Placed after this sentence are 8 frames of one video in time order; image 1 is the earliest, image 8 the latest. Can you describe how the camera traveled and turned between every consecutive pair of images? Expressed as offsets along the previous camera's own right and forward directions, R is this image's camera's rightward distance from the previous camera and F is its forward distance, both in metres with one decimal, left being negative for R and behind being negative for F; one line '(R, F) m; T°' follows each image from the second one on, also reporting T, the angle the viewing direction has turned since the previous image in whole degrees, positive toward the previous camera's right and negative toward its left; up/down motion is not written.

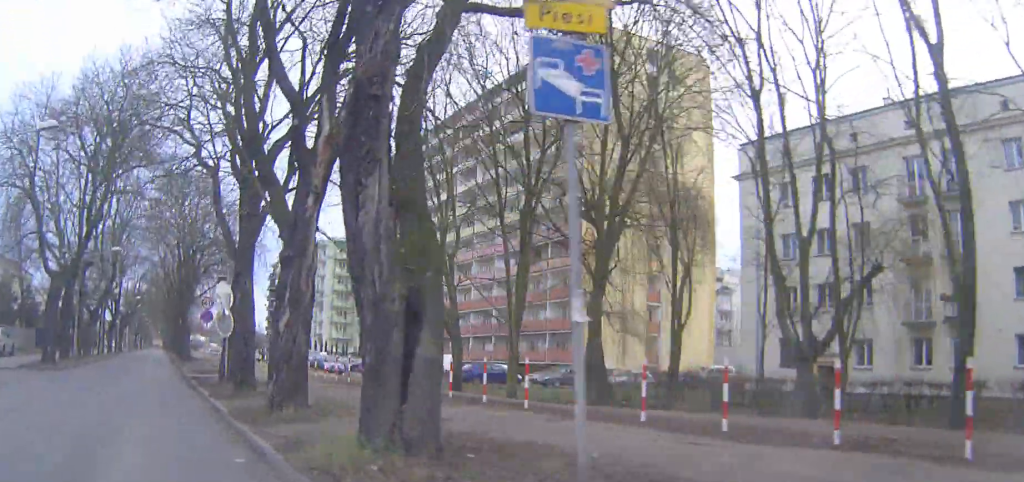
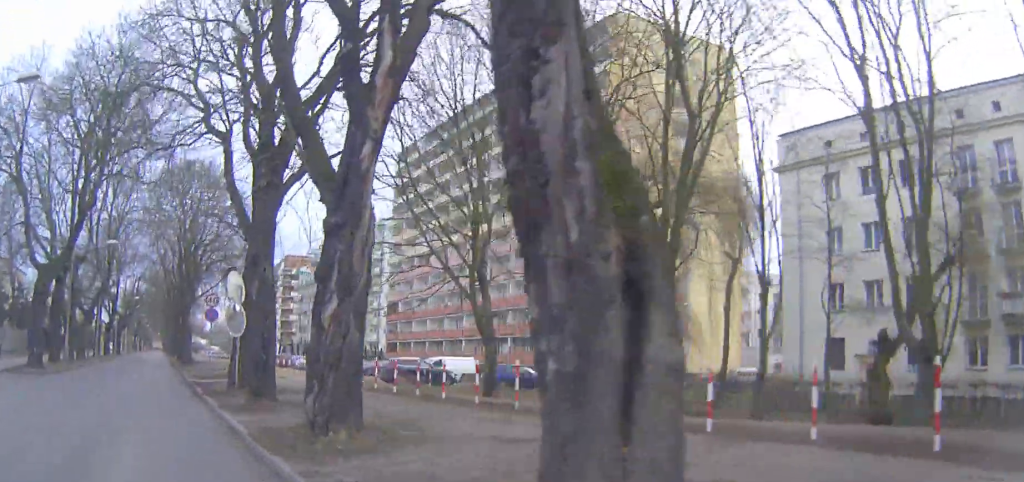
(0.0, +3.9) m; 0°
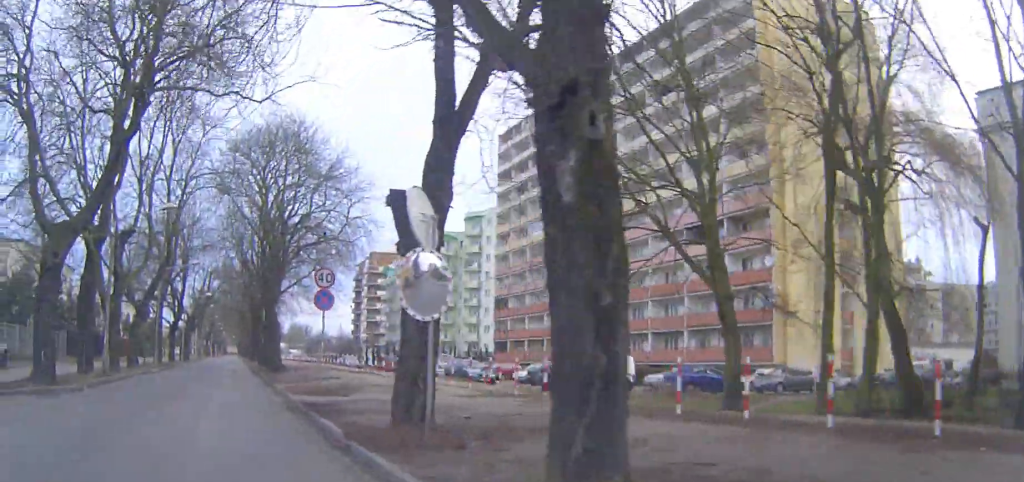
(-0.3, +12.0) m; -8°
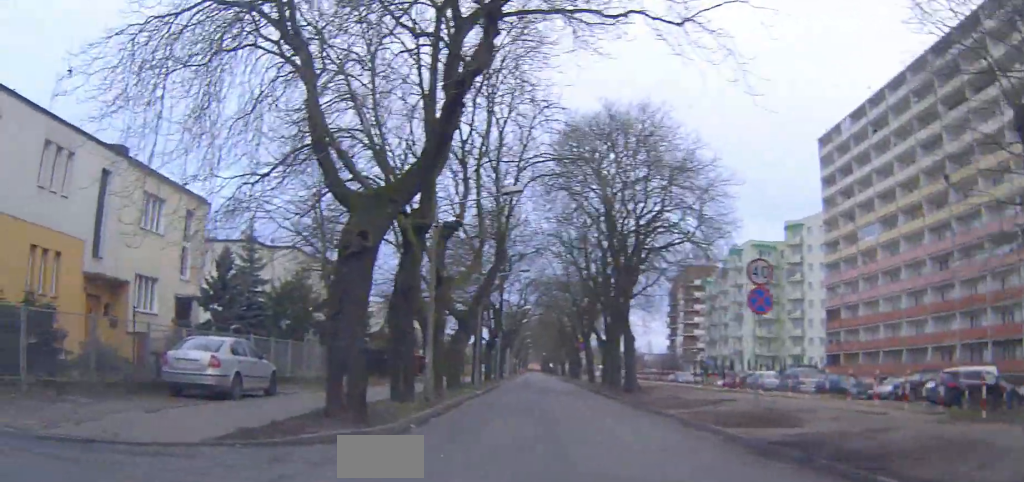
(-0.8, +6.5) m; -21°
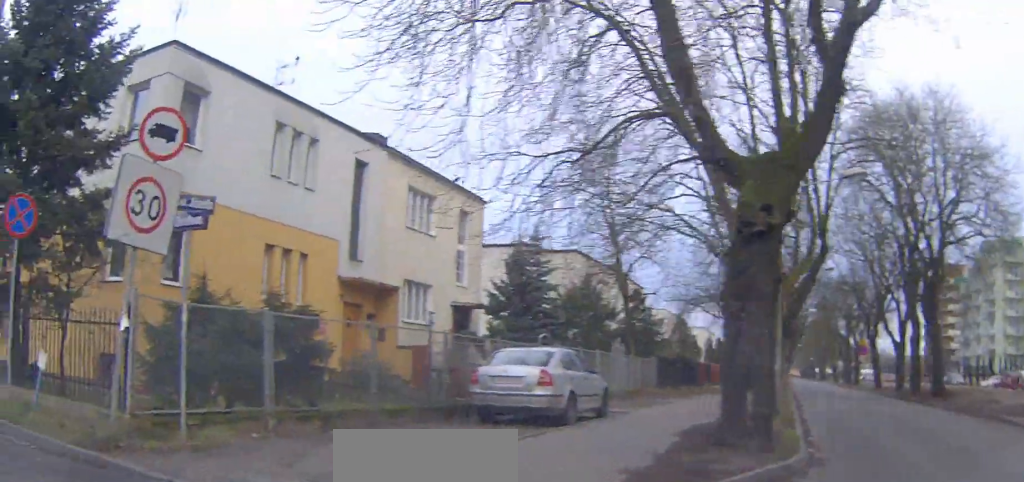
(-0.7, +3.7) m; -16°
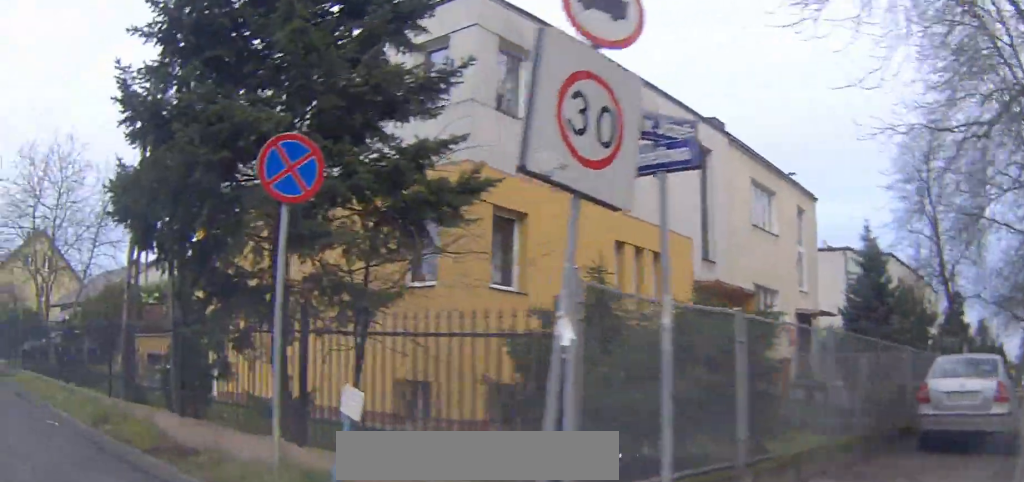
(-0.6, +3.9) m; -18°
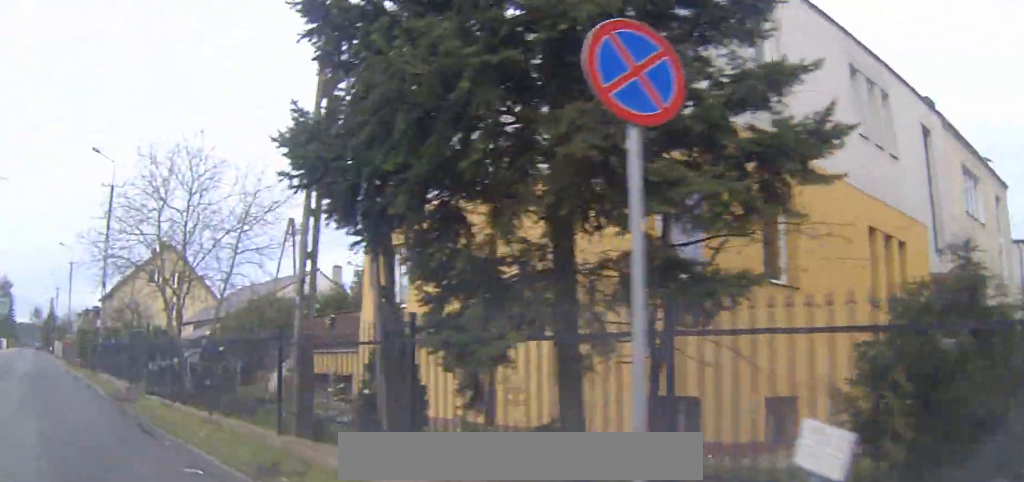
(-0.3, +2.7) m; -9°
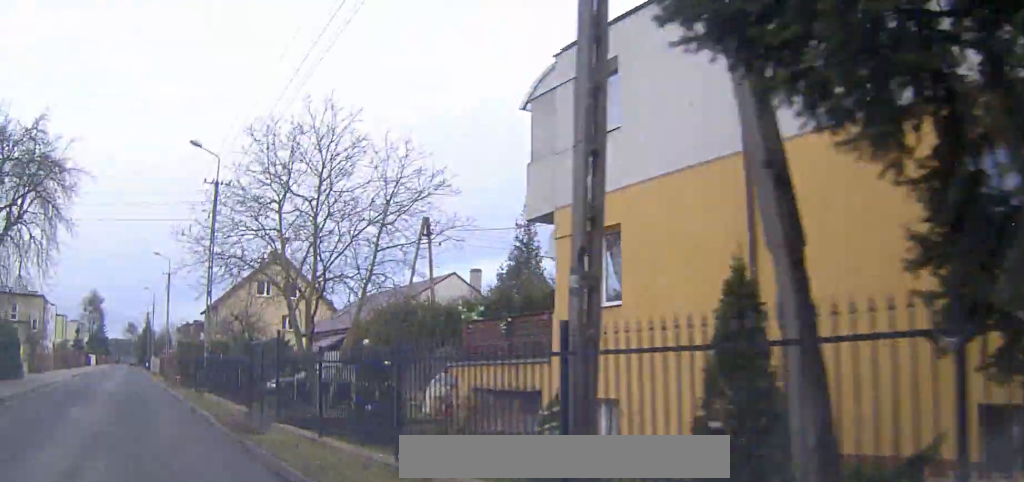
(-0.4, +3.4) m; -8°
